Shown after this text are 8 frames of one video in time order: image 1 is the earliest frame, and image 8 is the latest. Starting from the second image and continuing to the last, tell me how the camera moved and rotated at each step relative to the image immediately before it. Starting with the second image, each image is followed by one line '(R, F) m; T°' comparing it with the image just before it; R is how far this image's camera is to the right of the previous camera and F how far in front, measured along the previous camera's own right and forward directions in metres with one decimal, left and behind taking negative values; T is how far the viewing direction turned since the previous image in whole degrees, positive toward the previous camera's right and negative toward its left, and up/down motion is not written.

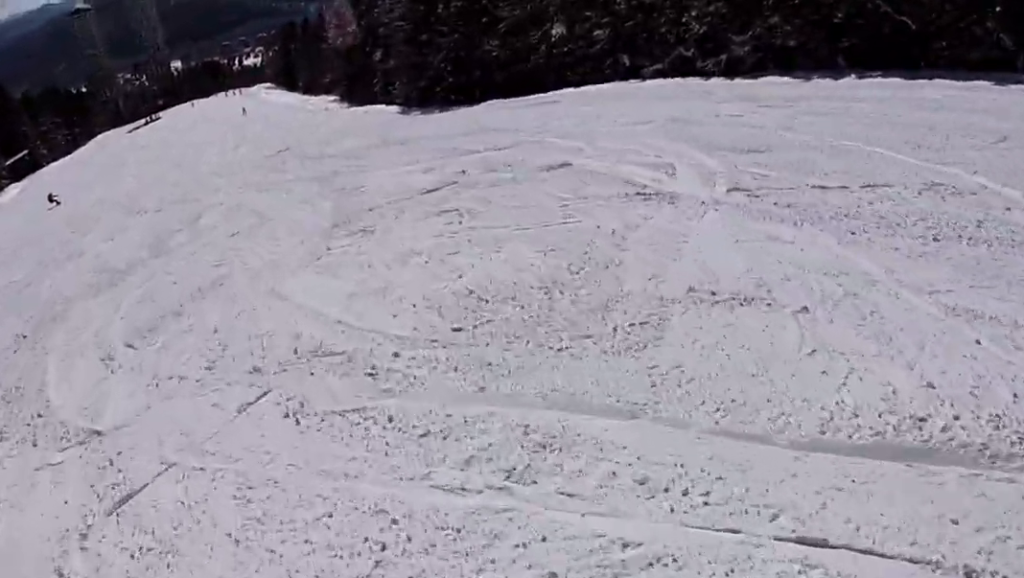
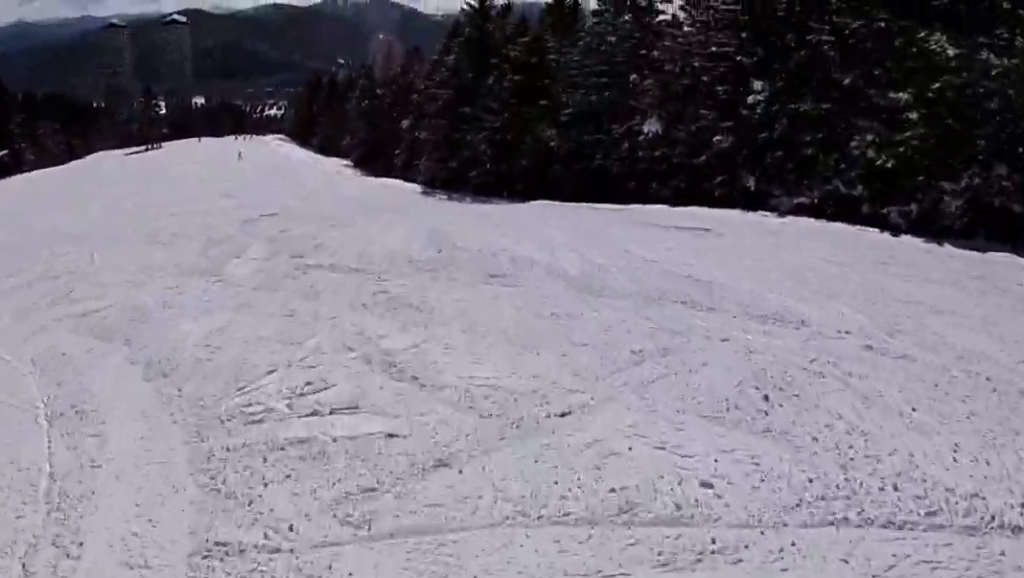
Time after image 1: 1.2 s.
(-0.1, +12.9) m; -2°
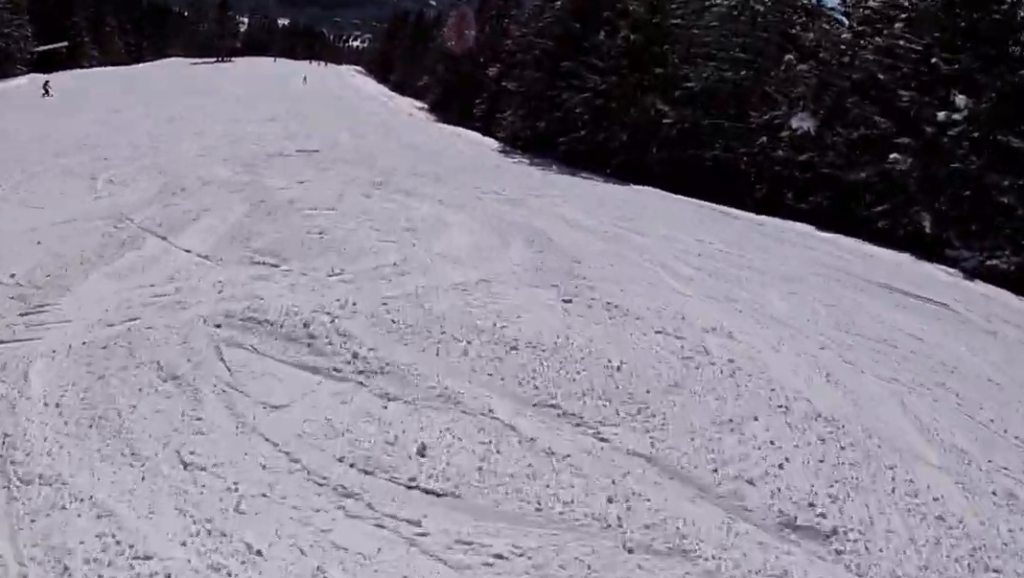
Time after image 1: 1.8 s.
(-0.1, +7.0) m; -1°
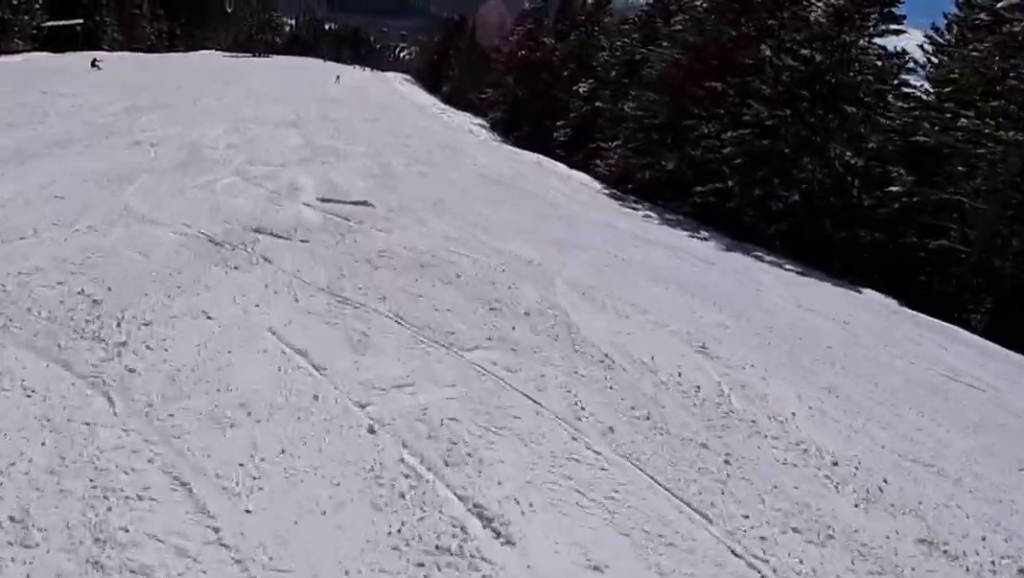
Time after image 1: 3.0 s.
(0.0, +14.7) m; -7°
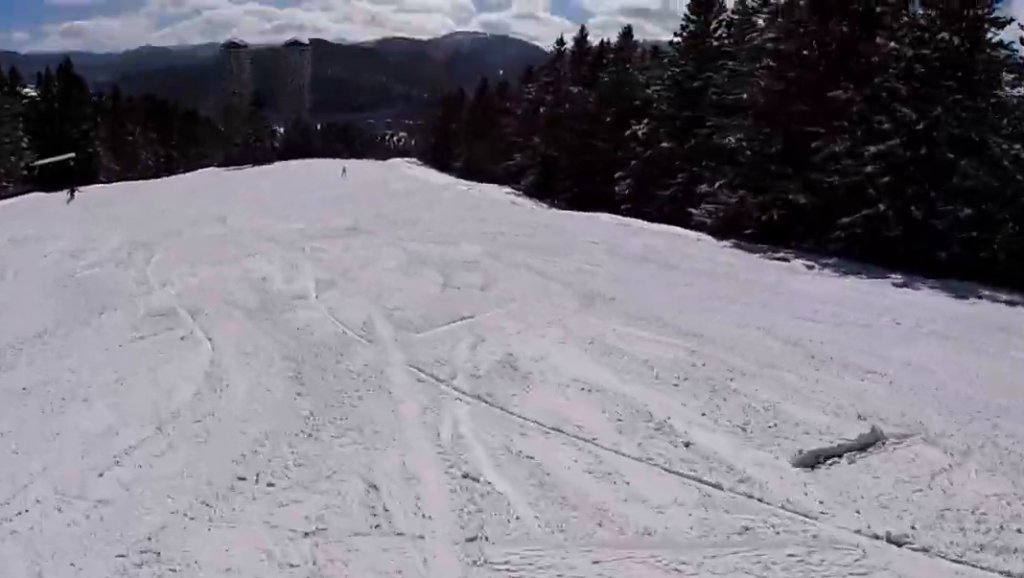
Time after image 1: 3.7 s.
(-0.6, +8.2) m; -3°
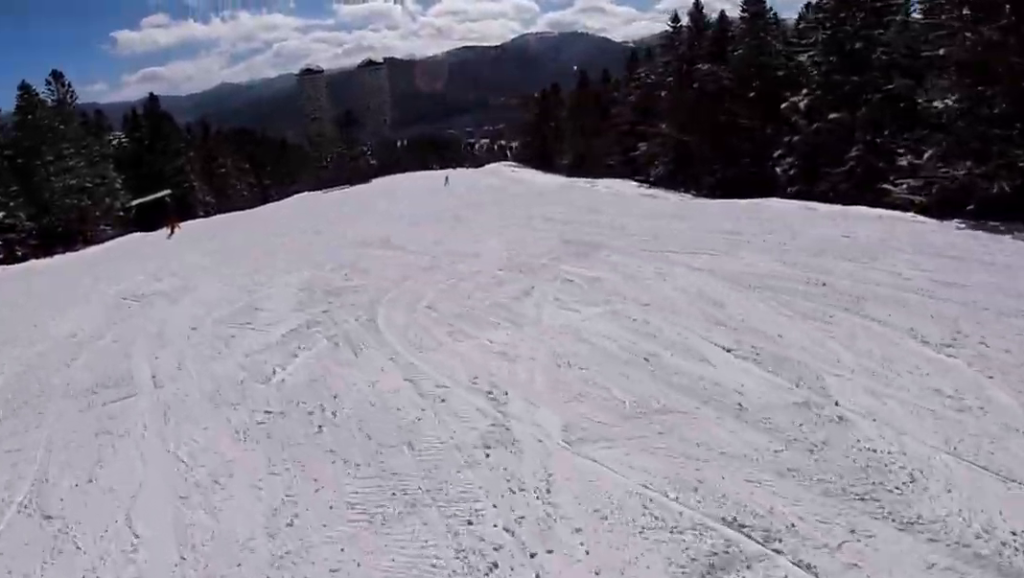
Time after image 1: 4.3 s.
(-1.2, +6.0) m; 0°
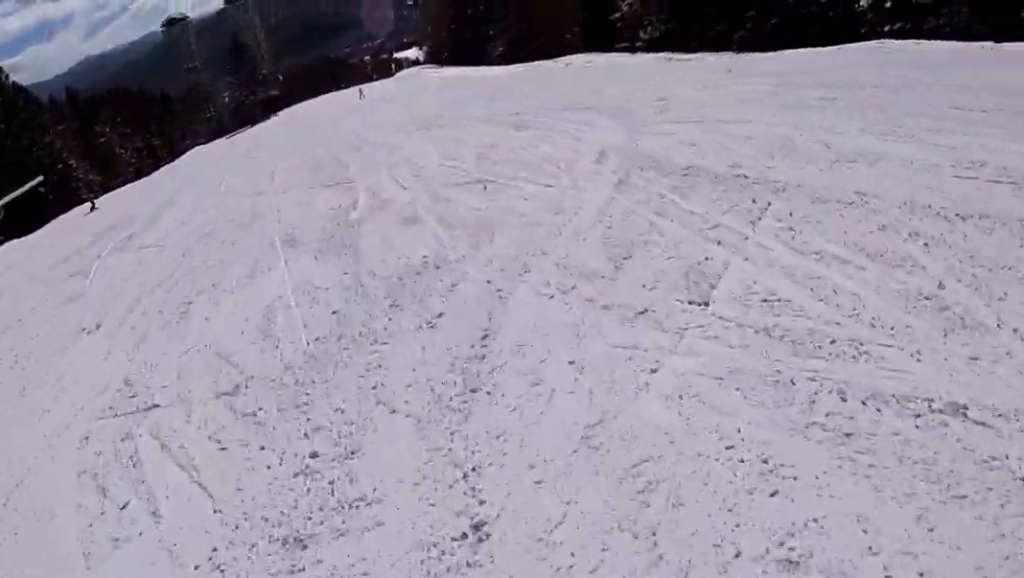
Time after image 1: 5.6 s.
(+3.7, +14.2) m; +26°
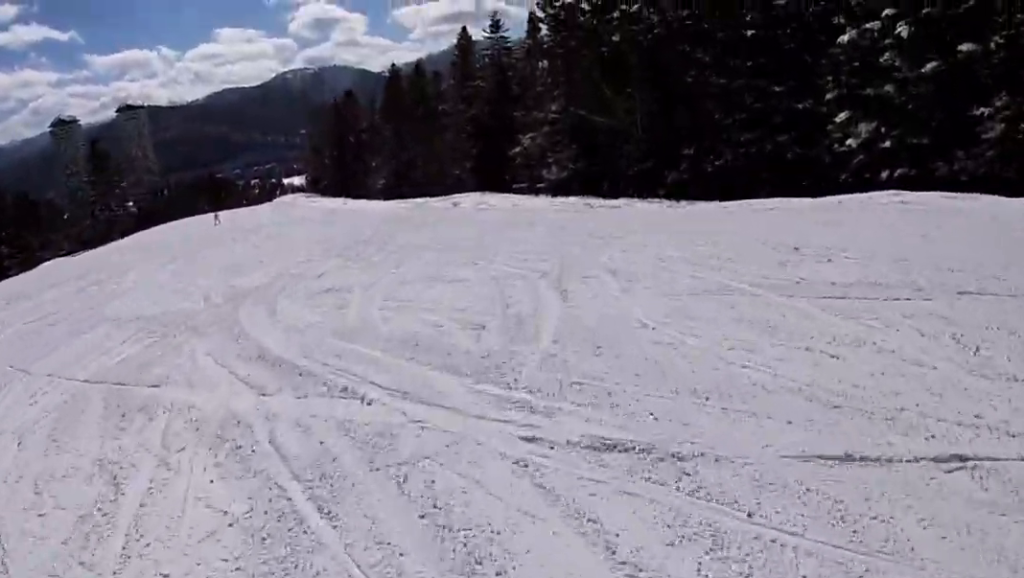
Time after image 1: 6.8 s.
(+1.9, +12.5) m; +7°
